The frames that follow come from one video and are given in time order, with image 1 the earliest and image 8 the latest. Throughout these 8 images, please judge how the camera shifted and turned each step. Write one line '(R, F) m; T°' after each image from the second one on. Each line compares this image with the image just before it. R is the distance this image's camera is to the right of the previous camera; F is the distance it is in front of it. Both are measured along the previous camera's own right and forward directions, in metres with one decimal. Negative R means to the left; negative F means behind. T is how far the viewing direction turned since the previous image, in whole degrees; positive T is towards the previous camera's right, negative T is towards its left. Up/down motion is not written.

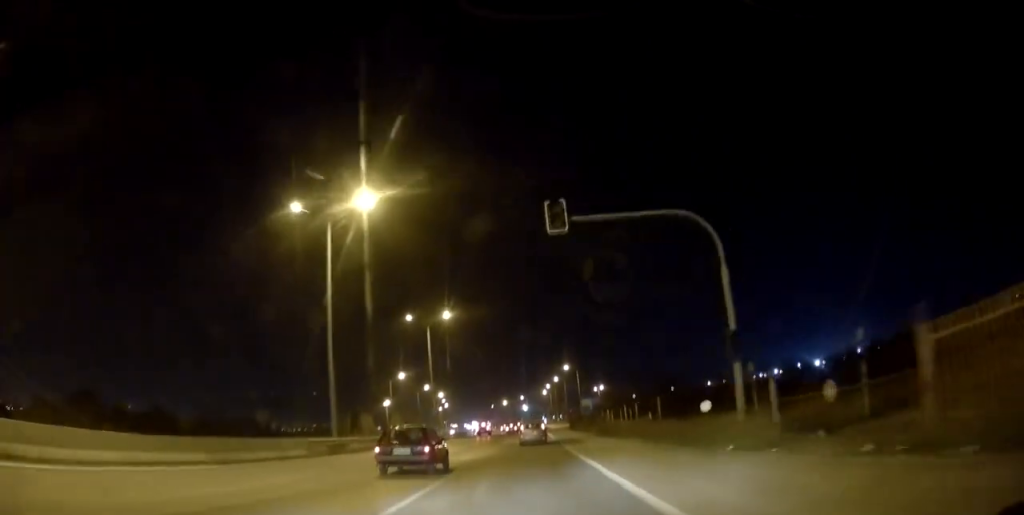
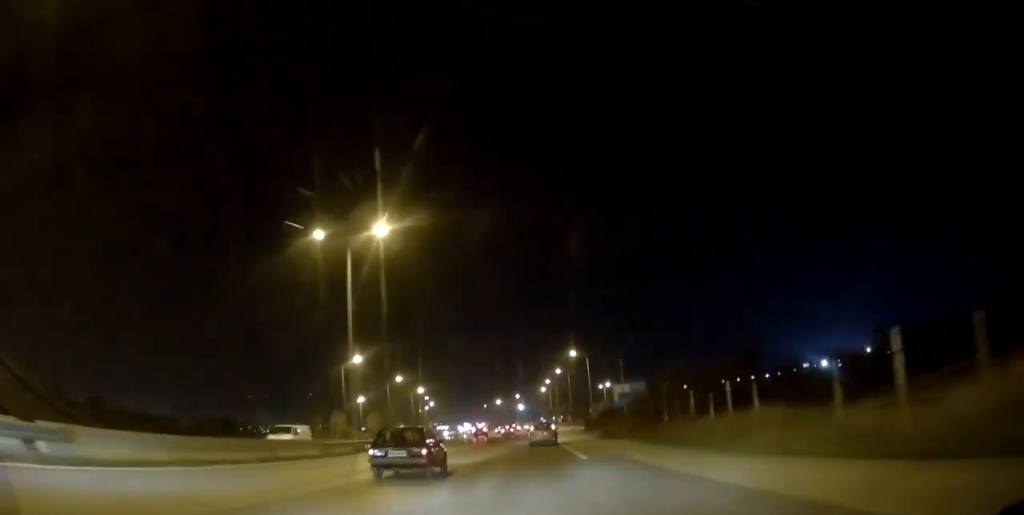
(+0.1, +28.5) m; +1°
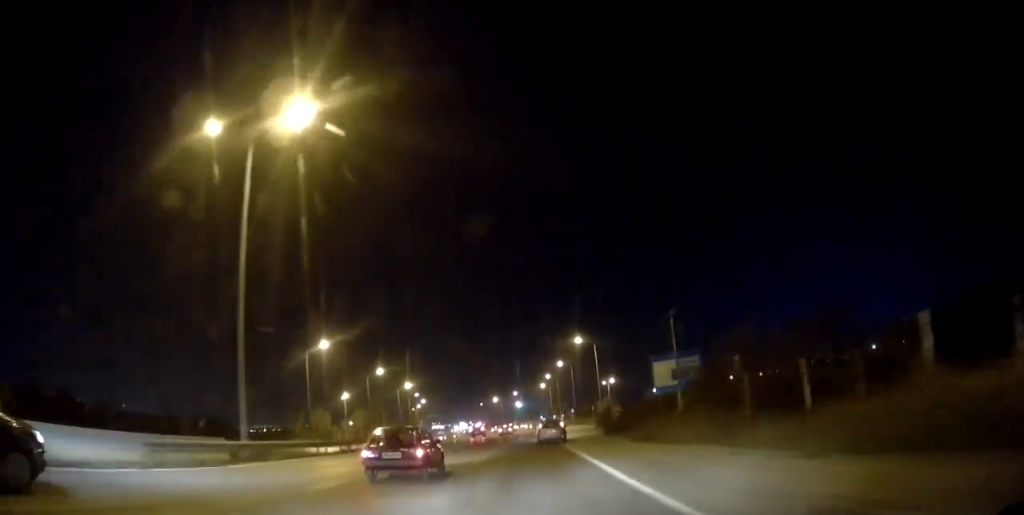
(+0.1, +14.1) m; +1°
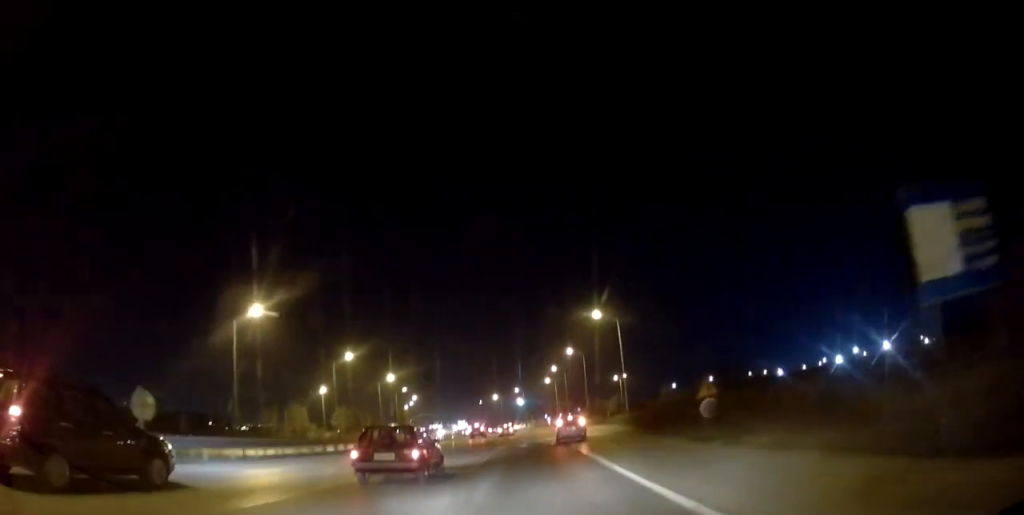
(+0.3, +20.1) m; -2°
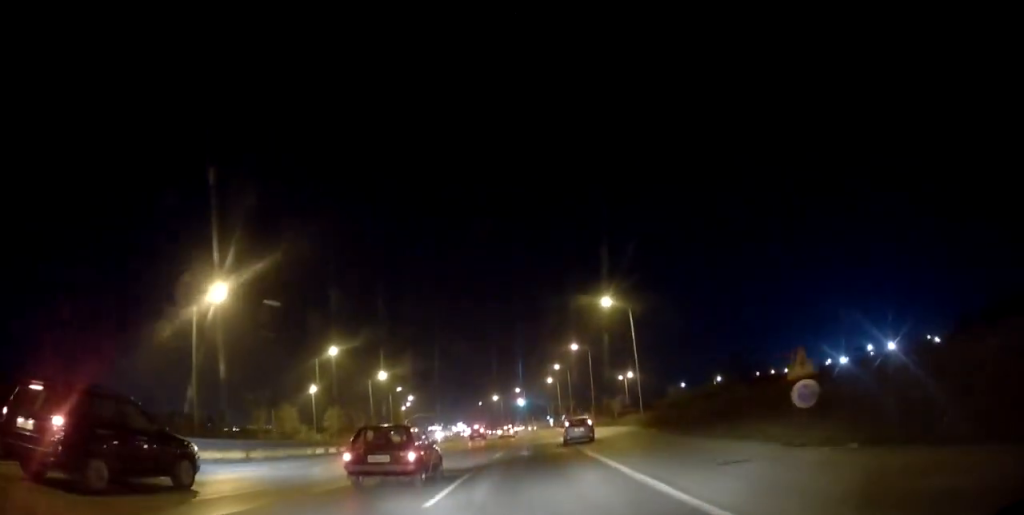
(-0.2, +7.7) m; -1°
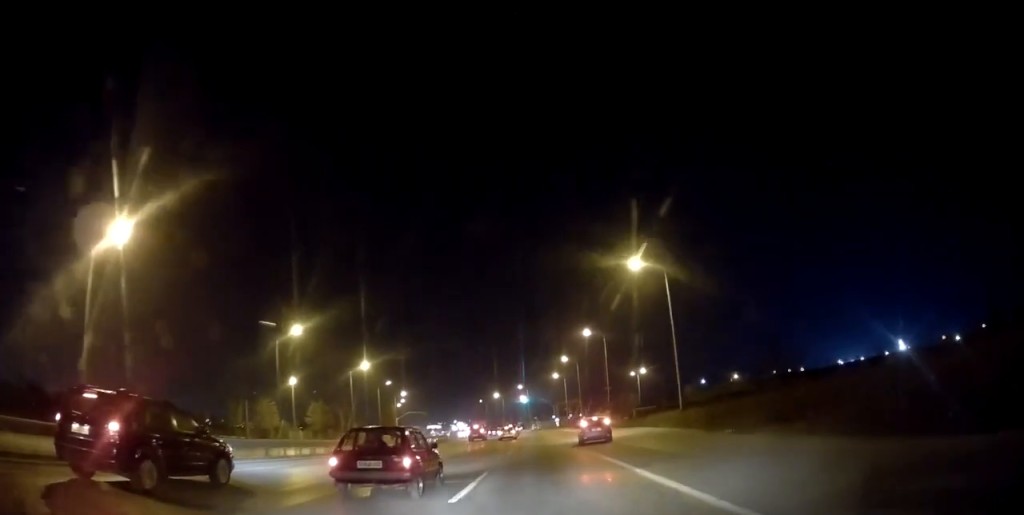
(-0.5, +14.6) m; -1°
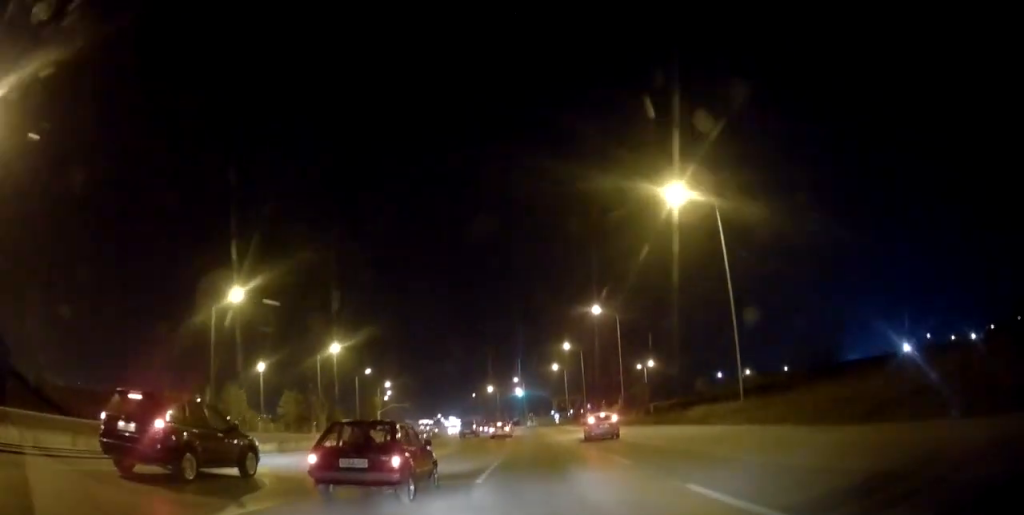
(+0.3, +15.2) m; +2°
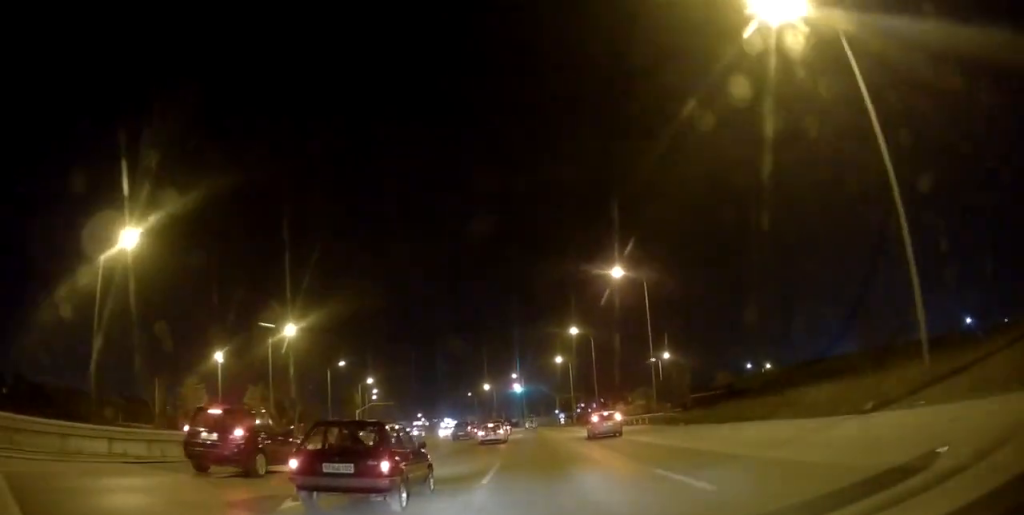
(+0.5, +18.0) m; +3°
